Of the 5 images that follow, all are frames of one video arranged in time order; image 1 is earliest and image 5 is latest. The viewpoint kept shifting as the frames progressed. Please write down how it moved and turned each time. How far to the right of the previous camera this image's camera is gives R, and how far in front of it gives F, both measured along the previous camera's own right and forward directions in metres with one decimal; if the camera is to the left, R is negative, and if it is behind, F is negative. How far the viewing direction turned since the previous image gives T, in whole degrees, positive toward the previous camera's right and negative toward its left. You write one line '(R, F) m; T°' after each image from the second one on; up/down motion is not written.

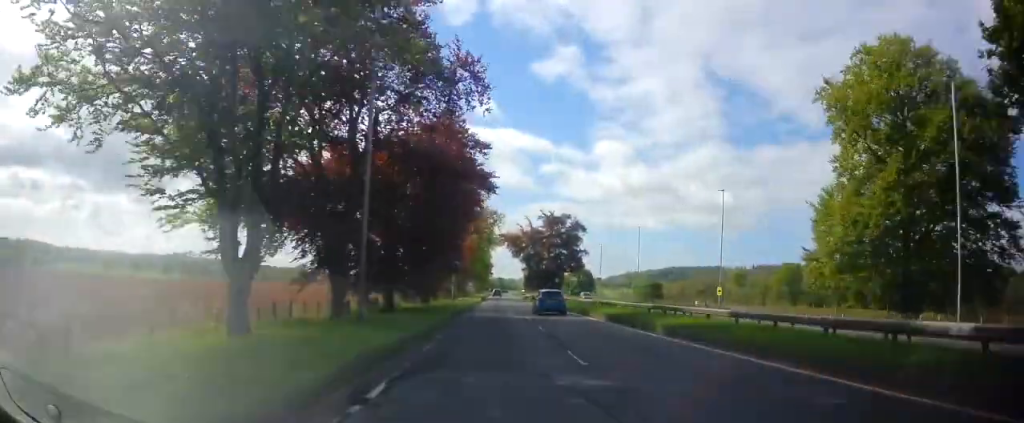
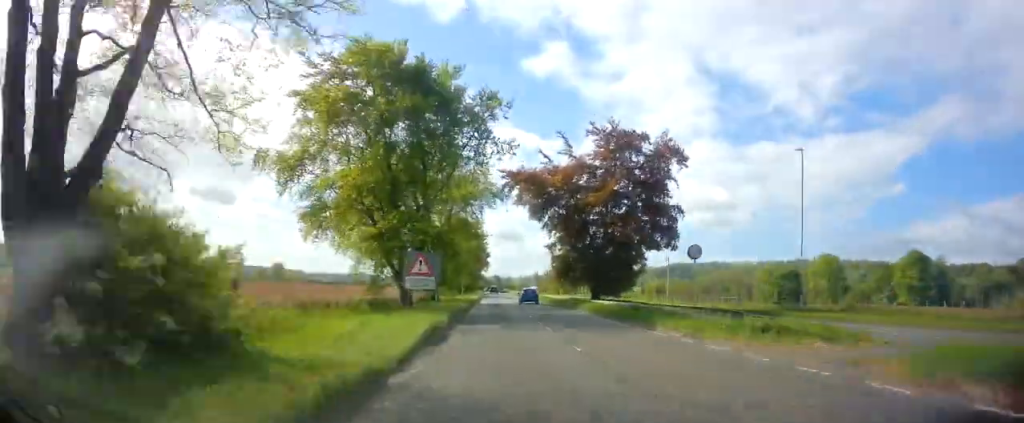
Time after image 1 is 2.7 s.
(-0.7, +50.7) m; -1°
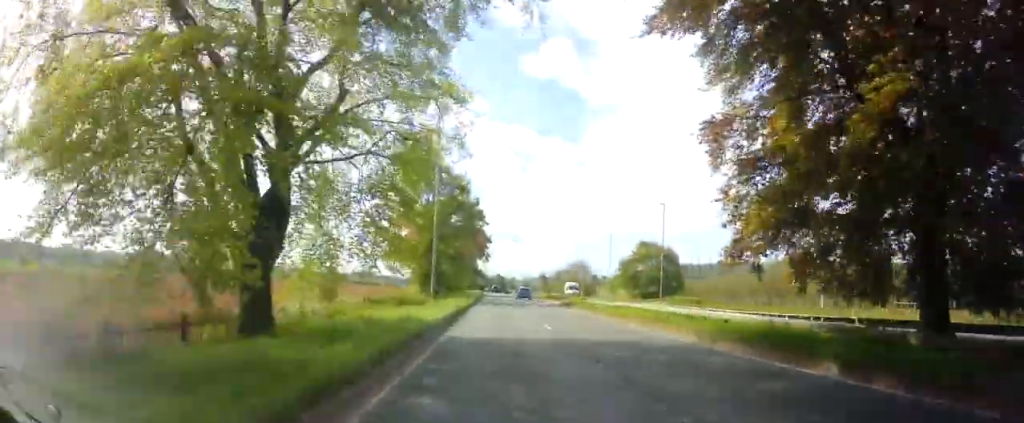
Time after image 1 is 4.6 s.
(0.0, +36.8) m; 0°
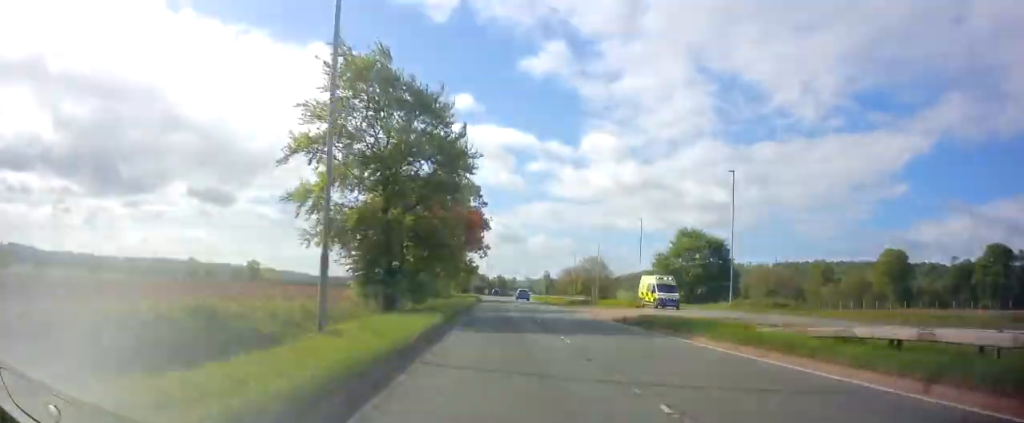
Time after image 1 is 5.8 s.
(0.0, +22.0) m; 0°
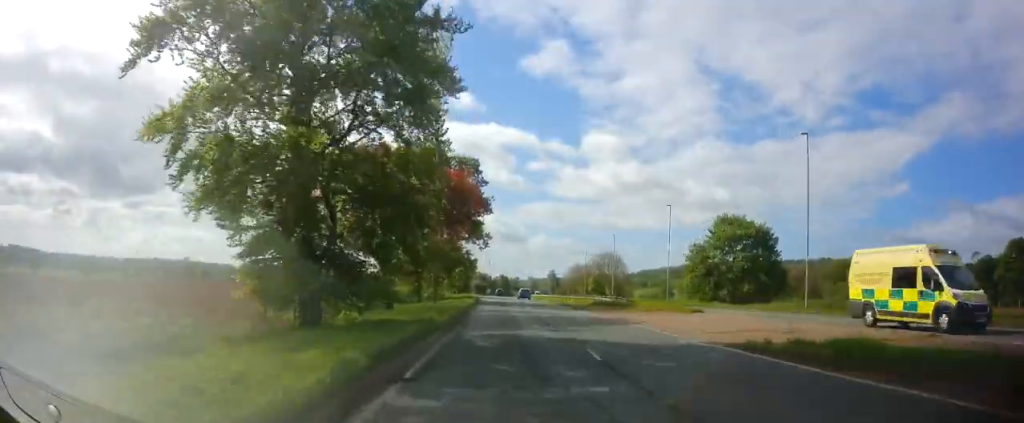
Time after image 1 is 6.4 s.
(0.0, +13.0) m; 0°
